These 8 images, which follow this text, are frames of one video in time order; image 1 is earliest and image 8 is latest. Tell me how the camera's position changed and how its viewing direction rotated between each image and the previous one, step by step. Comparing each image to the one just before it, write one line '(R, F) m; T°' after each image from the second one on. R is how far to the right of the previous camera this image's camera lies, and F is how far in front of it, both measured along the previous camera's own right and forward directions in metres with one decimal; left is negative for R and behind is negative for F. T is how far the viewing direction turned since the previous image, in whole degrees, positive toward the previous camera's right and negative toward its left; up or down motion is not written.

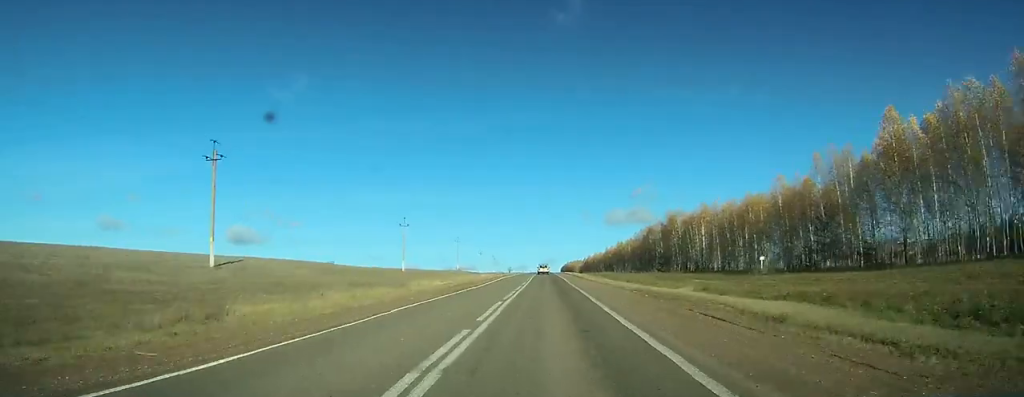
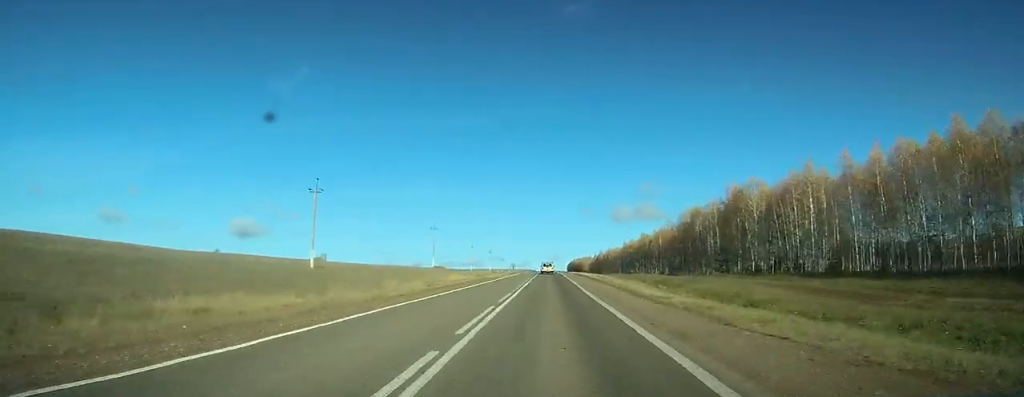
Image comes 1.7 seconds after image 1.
(+0.1, +44.0) m; 0°
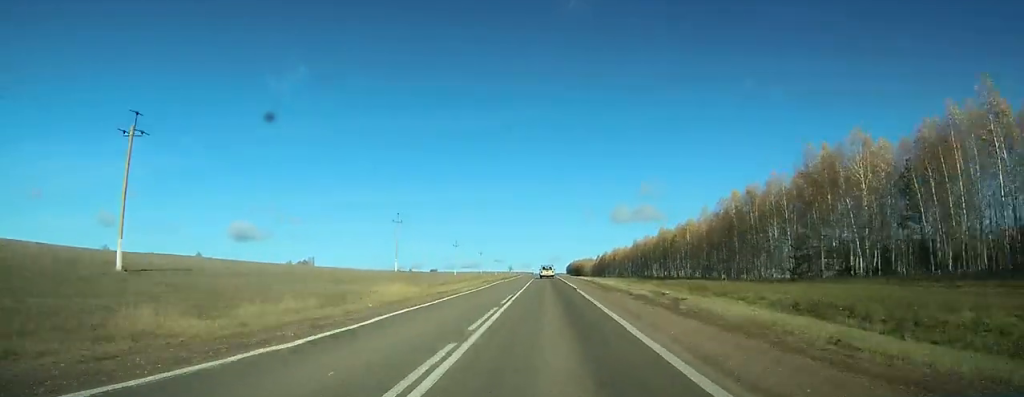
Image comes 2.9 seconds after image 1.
(+0.2, +31.0) m; 0°
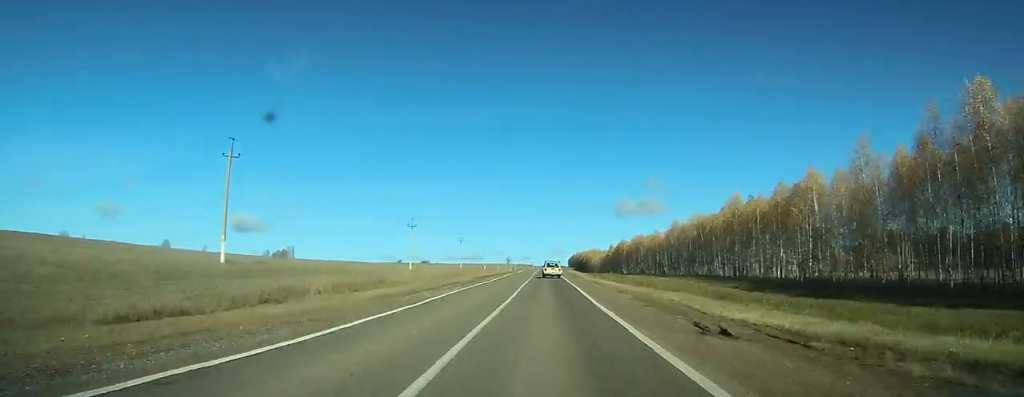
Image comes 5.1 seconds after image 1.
(0.0, +55.8) m; 0°
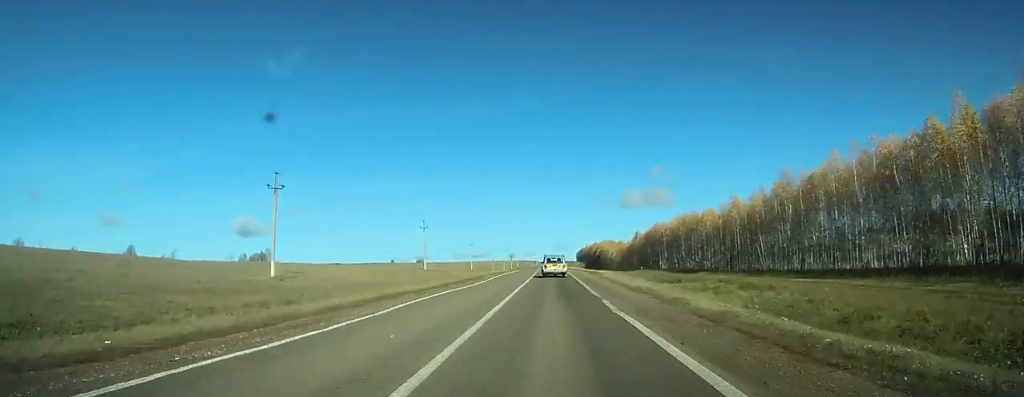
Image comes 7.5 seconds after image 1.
(-0.2, +58.5) m; 0°
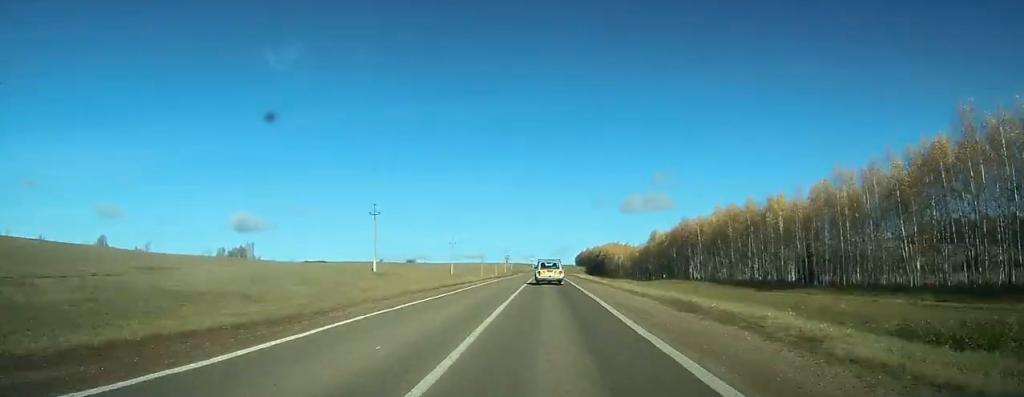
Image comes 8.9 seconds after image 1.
(0.0, +34.2) m; 0°
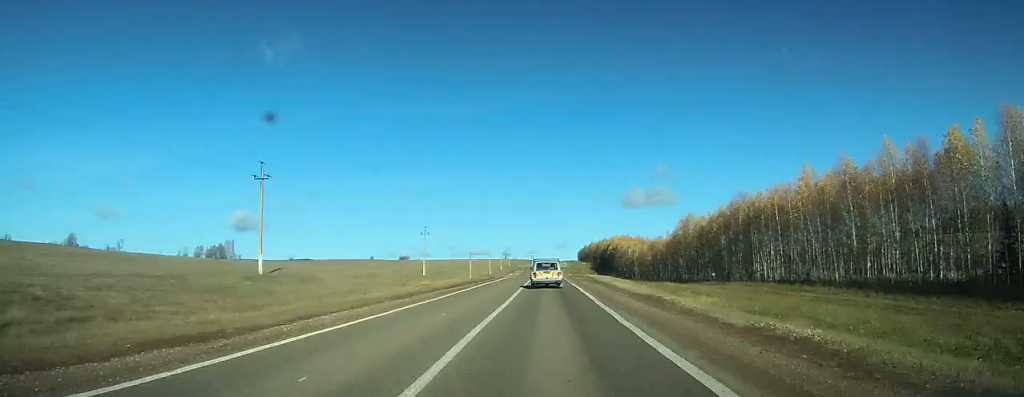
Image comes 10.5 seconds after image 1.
(+0.1, +36.1) m; 0°
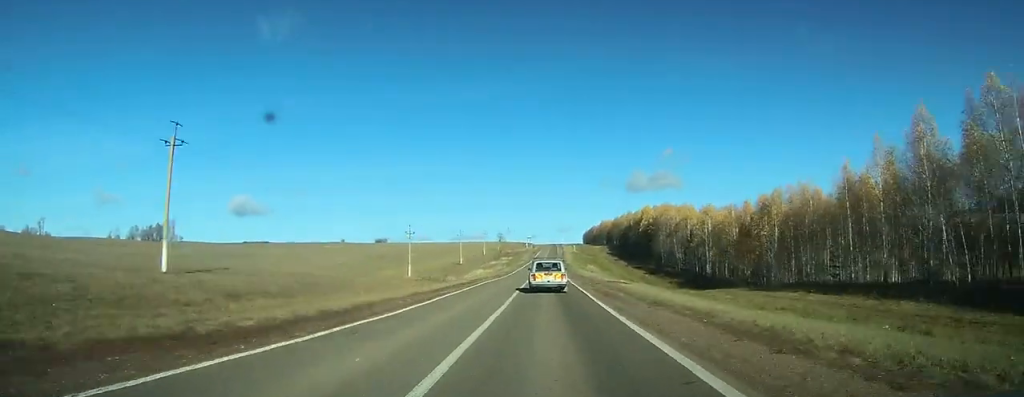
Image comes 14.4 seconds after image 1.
(-0.2, +83.9) m; 0°
